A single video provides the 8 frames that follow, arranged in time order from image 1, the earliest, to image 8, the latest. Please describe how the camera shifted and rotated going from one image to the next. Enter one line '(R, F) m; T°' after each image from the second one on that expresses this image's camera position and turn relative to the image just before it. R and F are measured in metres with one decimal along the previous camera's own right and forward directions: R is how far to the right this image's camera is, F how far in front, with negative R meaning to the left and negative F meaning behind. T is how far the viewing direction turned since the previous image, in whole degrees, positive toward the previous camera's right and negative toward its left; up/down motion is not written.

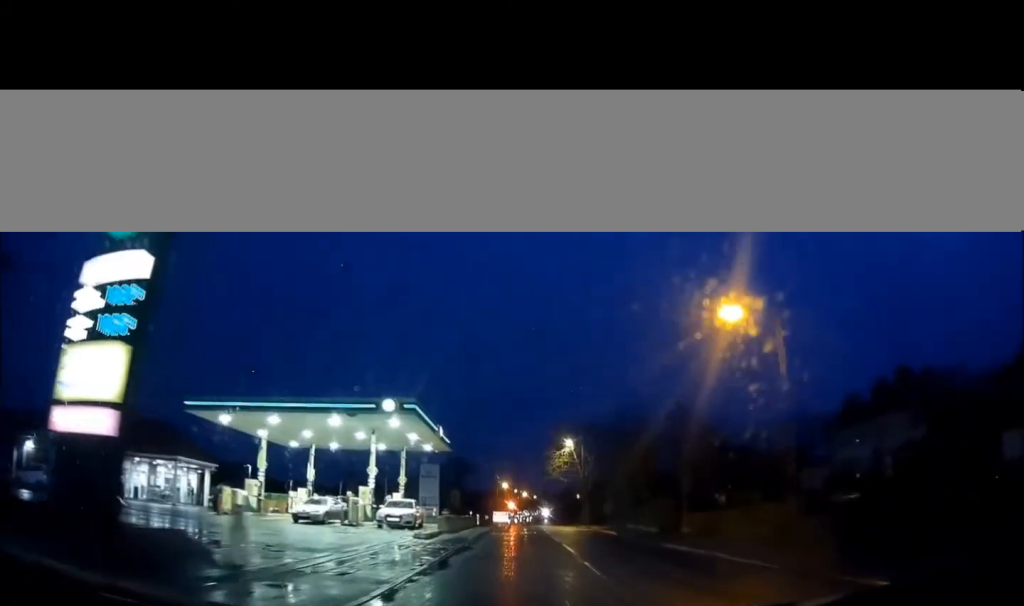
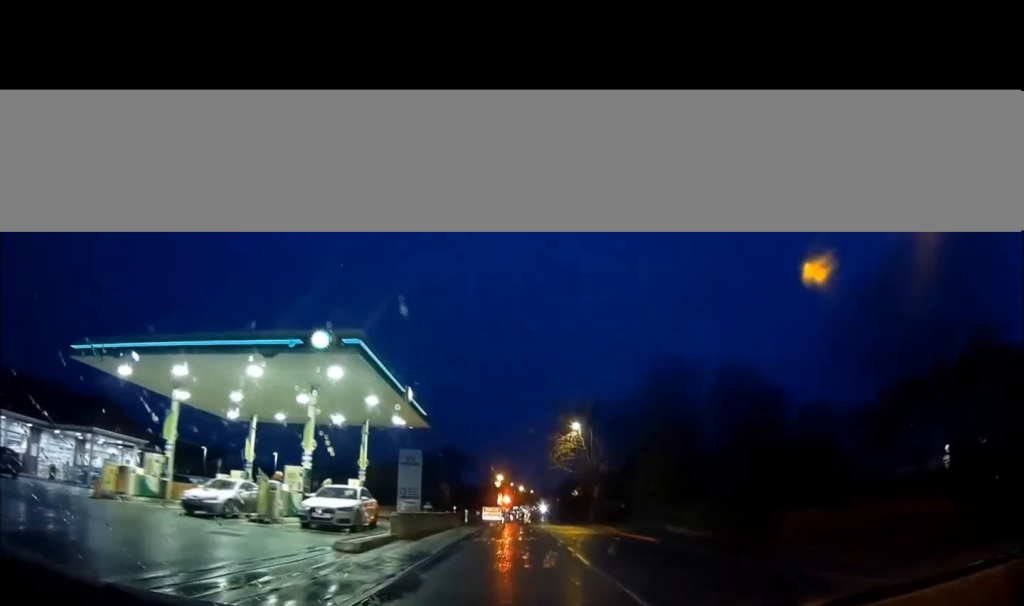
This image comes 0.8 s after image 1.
(-0.1, +8.9) m; +1°
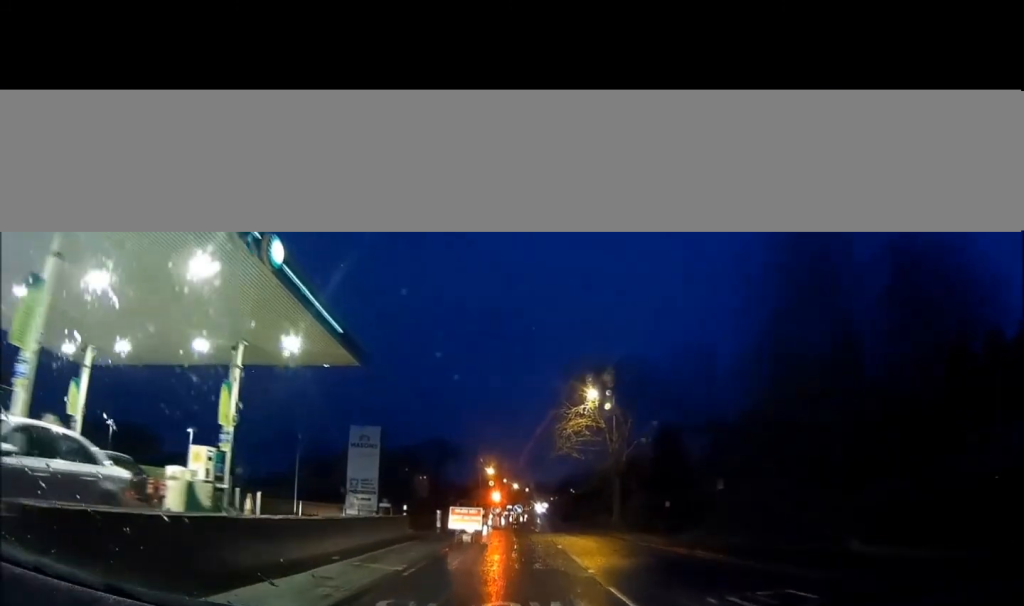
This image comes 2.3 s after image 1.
(+0.3, +14.1) m; 0°
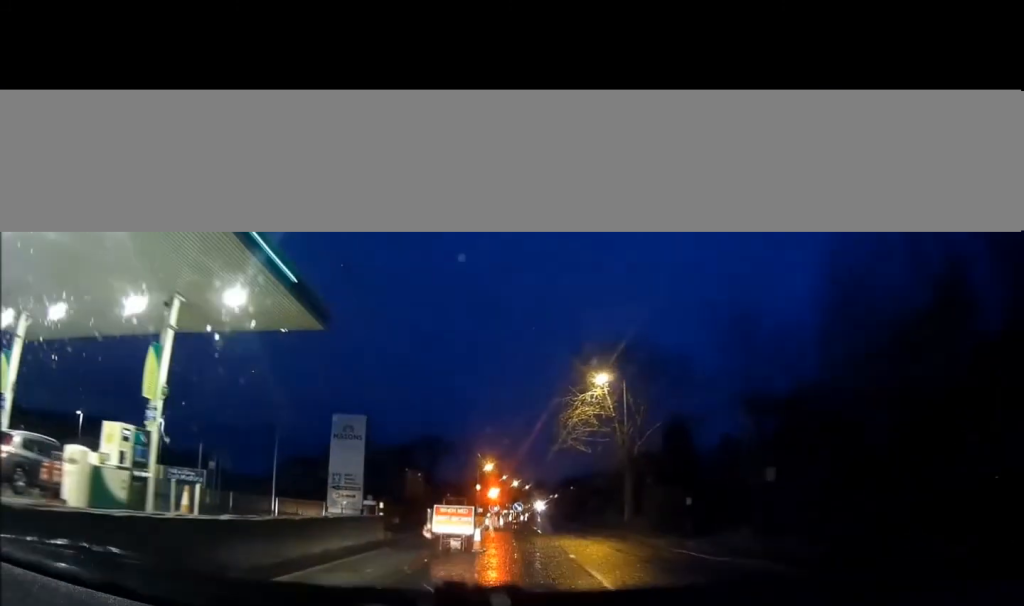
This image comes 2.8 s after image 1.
(-0.1, +4.0) m; -1°
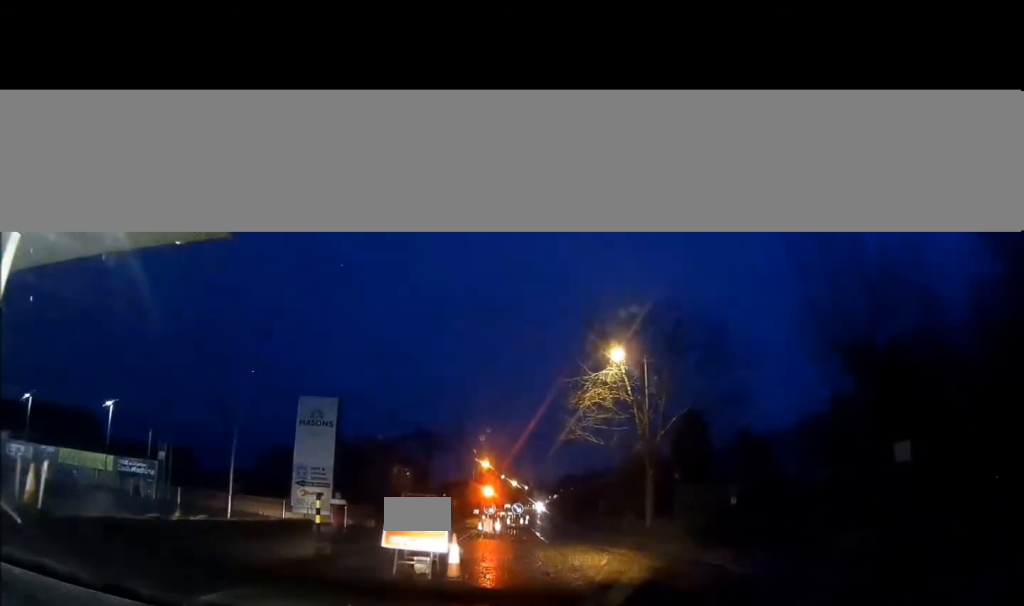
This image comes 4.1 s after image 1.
(0.0, +6.2) m; +1°
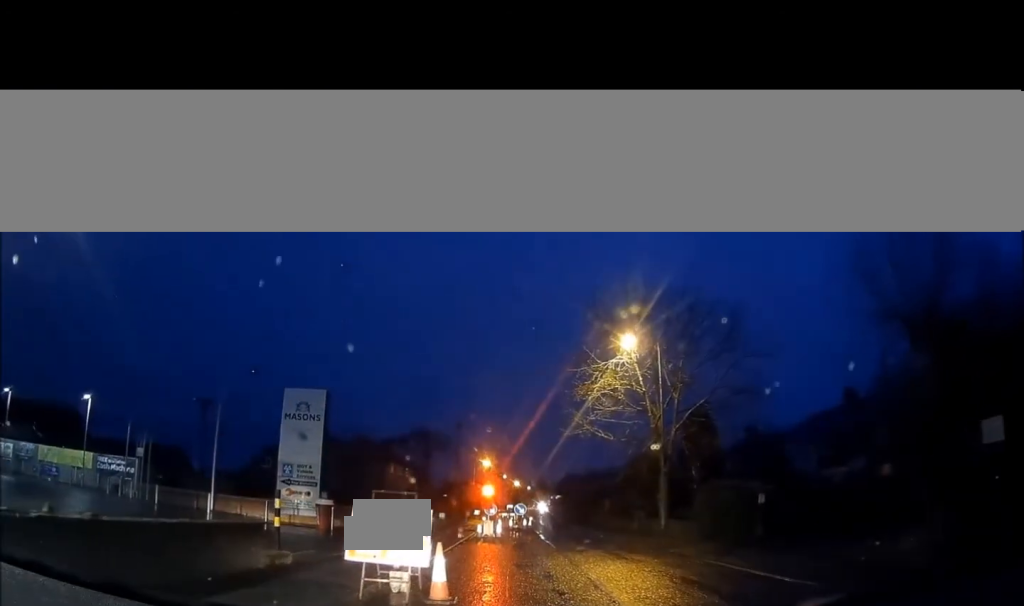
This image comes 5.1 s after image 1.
(+0.1, +2.6) m; +1°
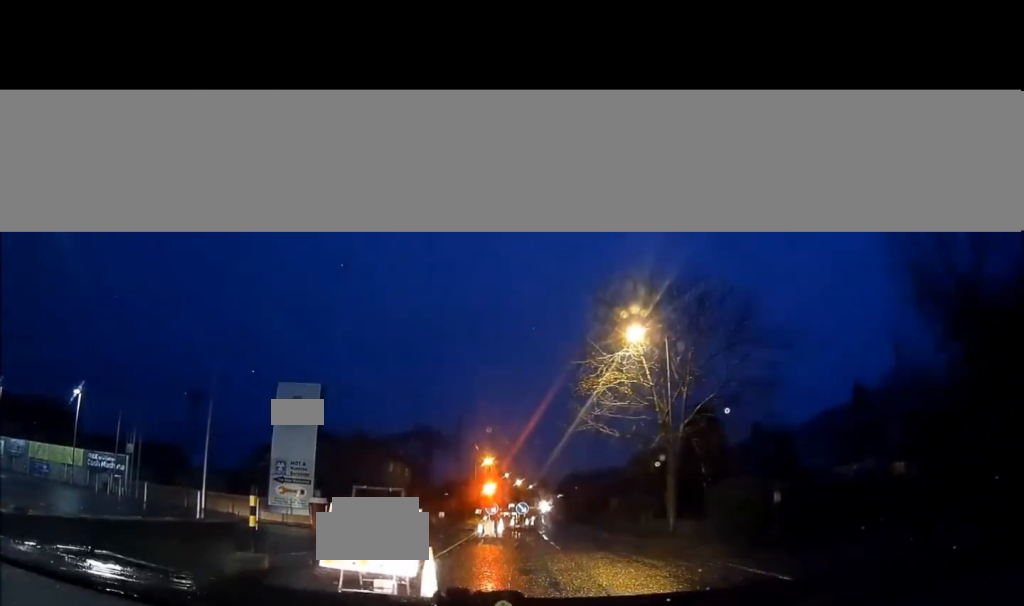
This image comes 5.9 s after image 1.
(-0.1, +1.1) m; 0°
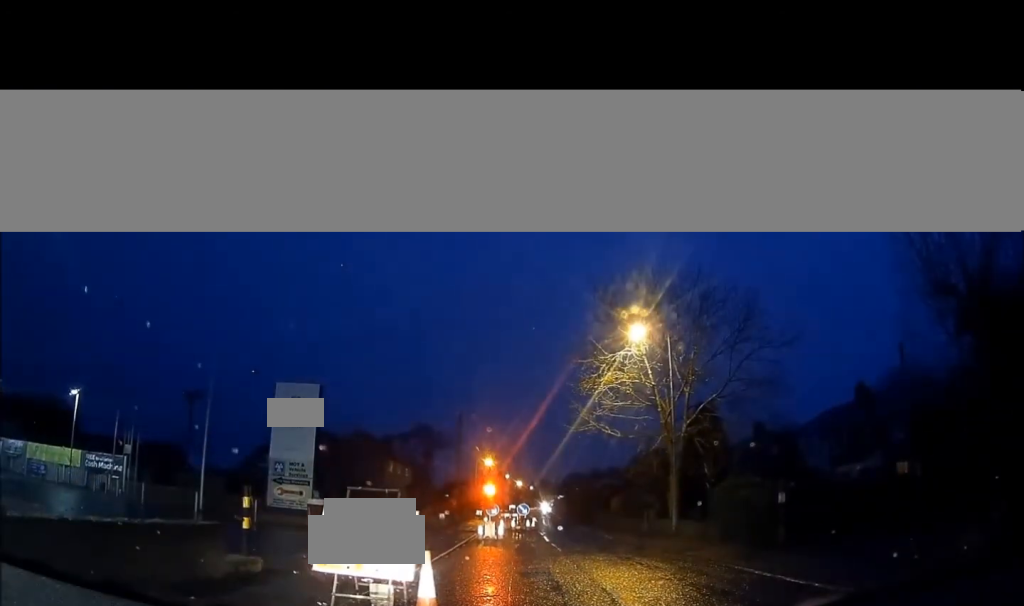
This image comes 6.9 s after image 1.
(-0.2, +0.5) m; 0°
